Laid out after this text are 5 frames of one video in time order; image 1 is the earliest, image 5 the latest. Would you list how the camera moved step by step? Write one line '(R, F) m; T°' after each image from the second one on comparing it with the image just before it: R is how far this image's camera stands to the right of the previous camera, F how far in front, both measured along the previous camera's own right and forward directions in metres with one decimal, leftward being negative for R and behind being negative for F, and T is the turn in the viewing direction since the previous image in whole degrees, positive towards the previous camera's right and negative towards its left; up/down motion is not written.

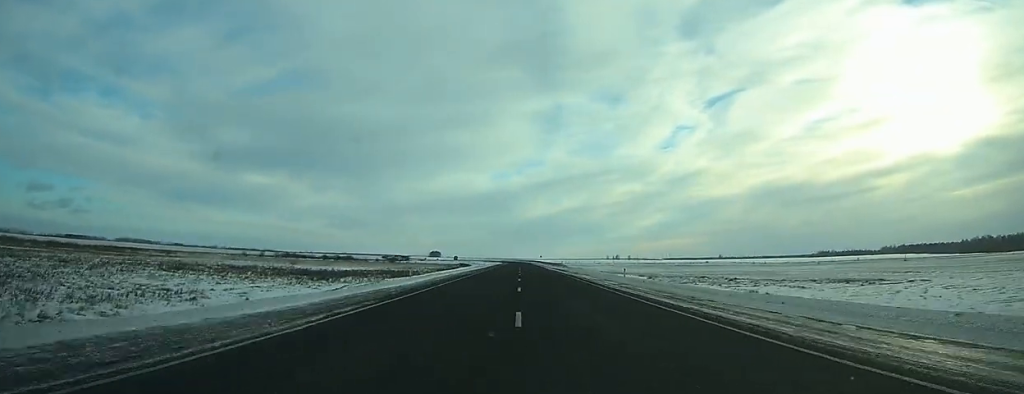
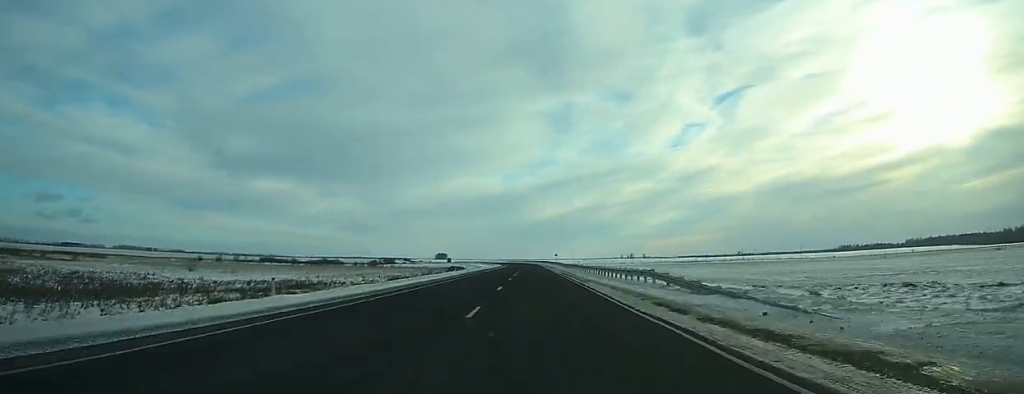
(+0.1, +73.4) m; 0°
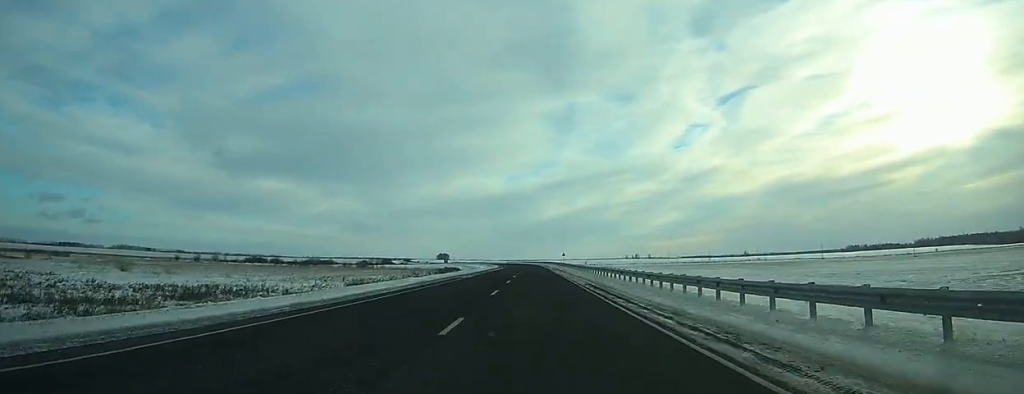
(-0.1, +25.5) m; 0°
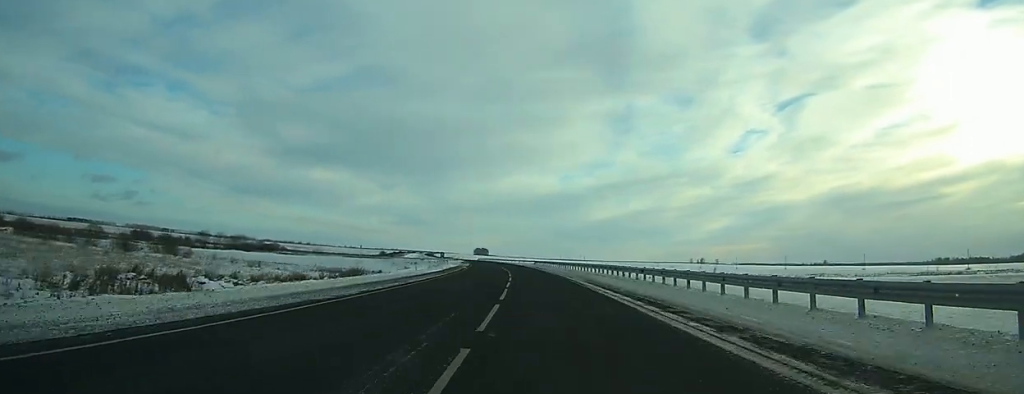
(-5.5, +193.4) m; -5°
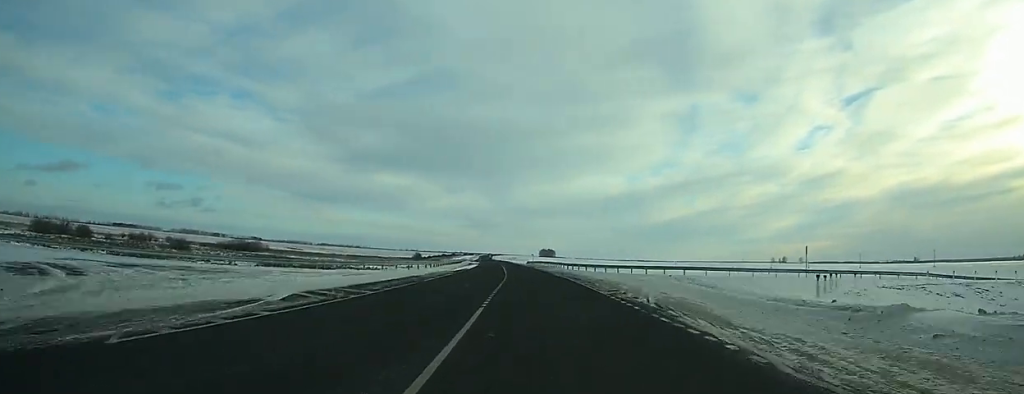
(-5.1, +103.2) m; -6°
